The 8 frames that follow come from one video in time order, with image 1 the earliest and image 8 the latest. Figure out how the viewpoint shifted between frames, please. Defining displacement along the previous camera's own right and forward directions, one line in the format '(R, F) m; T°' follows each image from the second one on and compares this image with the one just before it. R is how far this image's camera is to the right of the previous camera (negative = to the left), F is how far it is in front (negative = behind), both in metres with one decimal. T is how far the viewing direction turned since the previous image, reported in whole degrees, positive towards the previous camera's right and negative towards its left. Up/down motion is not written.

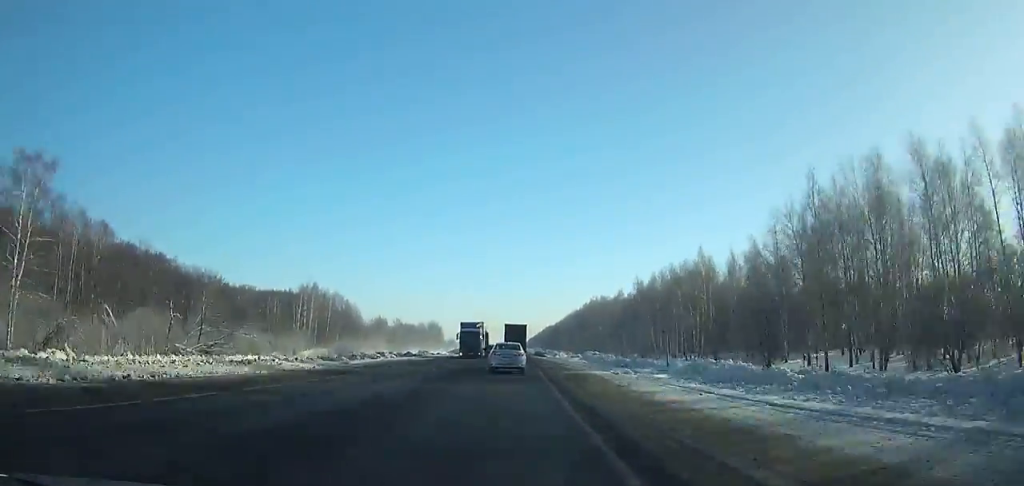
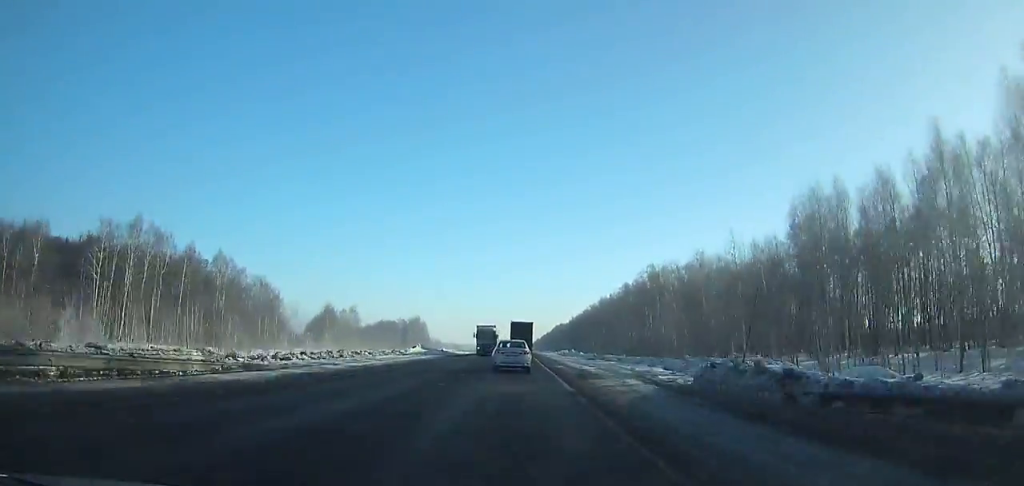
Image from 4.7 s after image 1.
(-0.8, +106.3) m; -1°
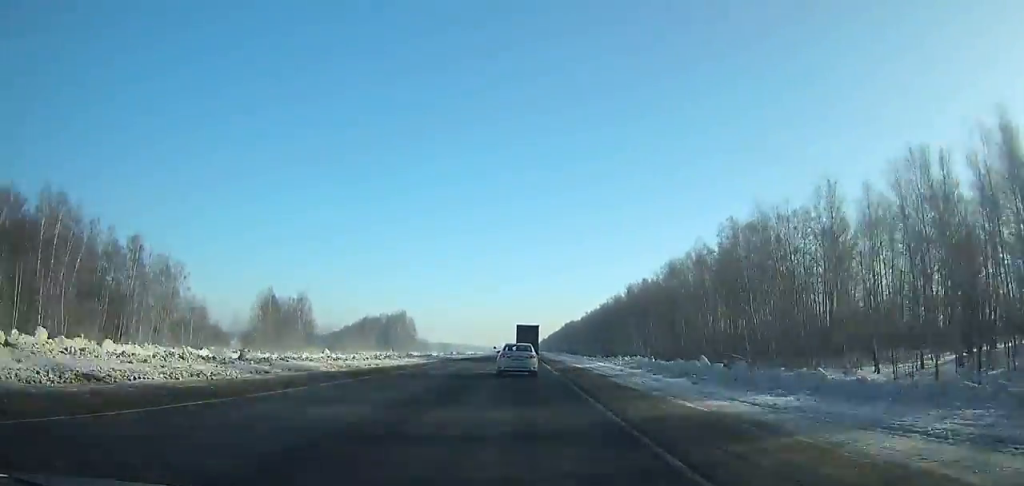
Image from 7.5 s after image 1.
(-0.1, +63.2) m; 0°
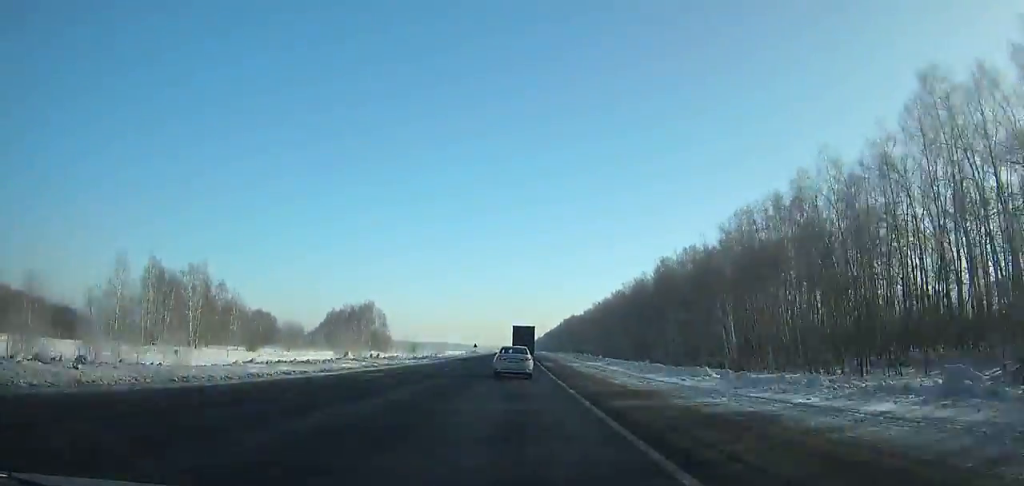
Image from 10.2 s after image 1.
(+0.1, +61.1) m; 0°
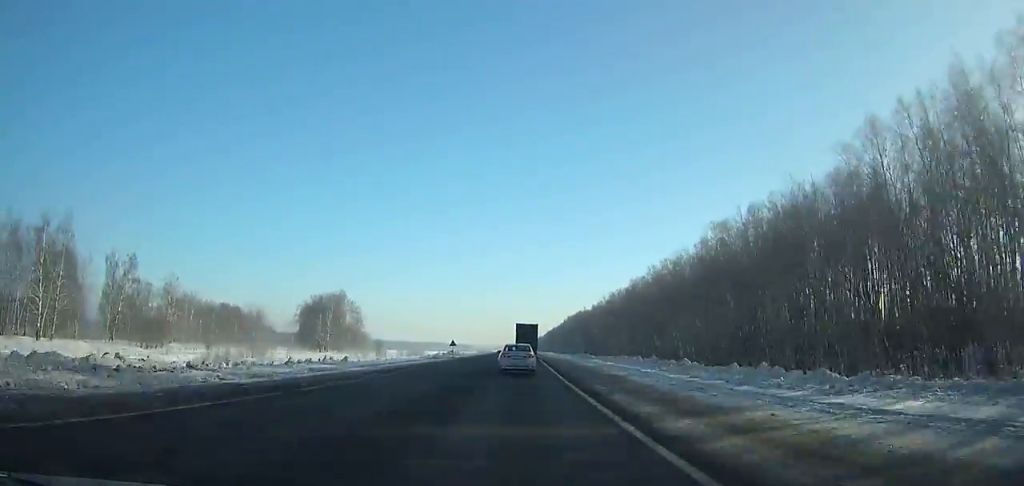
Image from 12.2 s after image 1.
(+0.1, +45.4) m; 0°
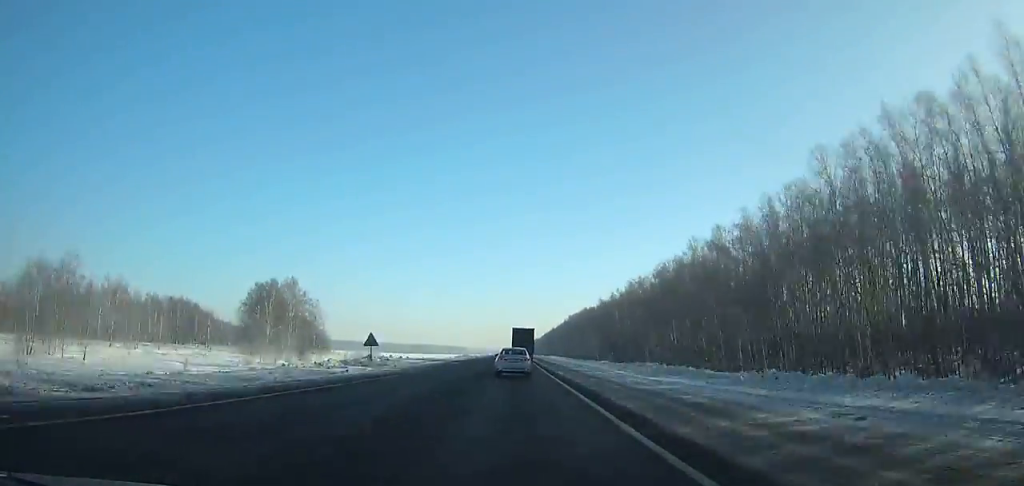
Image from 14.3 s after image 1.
(+0.2, +47.8) m; 0°
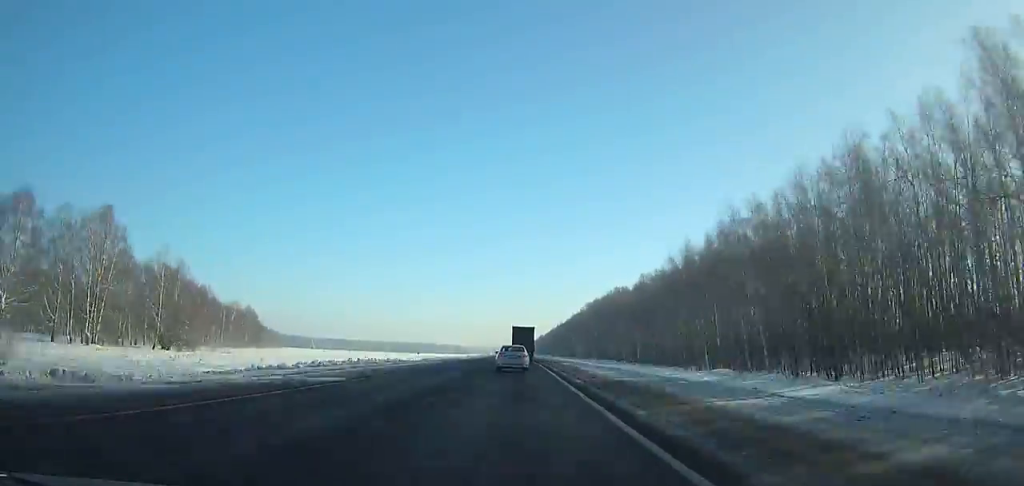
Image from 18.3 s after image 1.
(0.0, +91.5) m; 0°
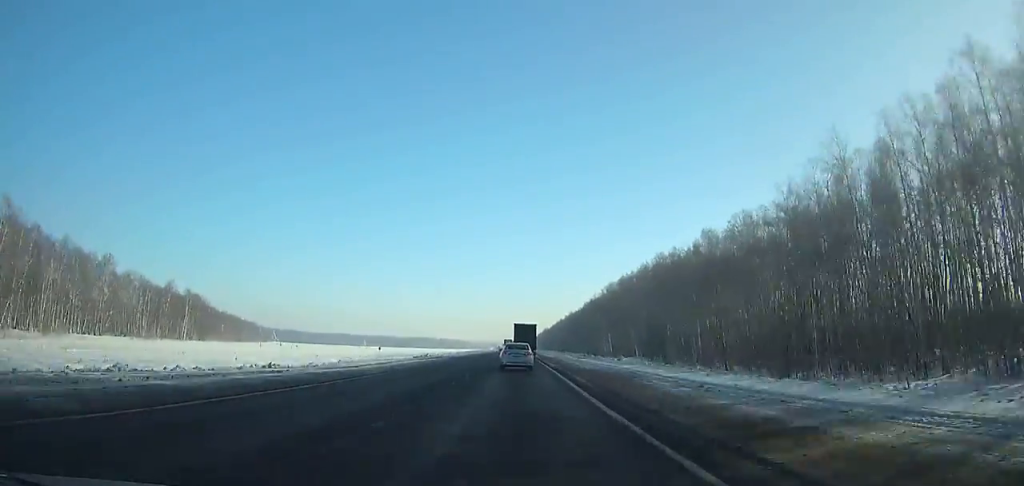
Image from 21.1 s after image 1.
(-0.1, +64.2) m; 0°
